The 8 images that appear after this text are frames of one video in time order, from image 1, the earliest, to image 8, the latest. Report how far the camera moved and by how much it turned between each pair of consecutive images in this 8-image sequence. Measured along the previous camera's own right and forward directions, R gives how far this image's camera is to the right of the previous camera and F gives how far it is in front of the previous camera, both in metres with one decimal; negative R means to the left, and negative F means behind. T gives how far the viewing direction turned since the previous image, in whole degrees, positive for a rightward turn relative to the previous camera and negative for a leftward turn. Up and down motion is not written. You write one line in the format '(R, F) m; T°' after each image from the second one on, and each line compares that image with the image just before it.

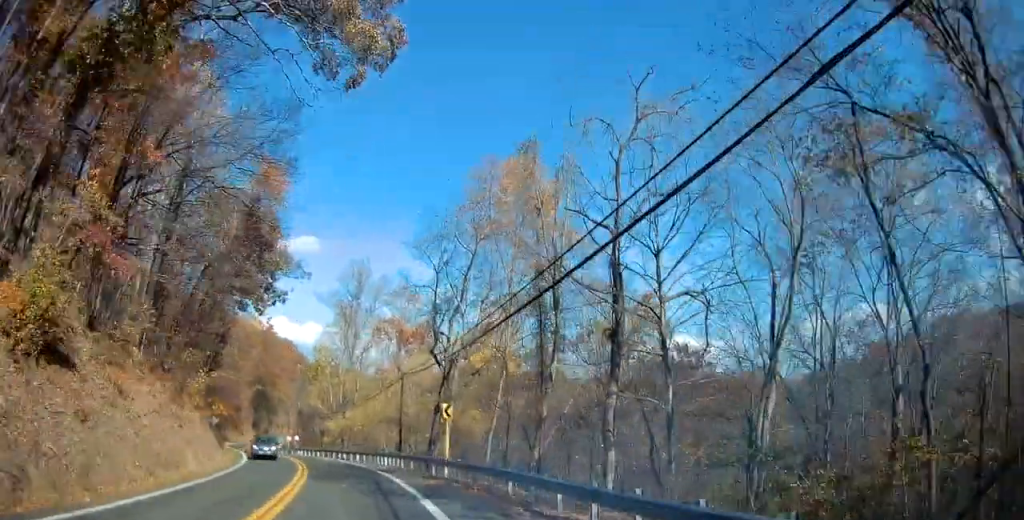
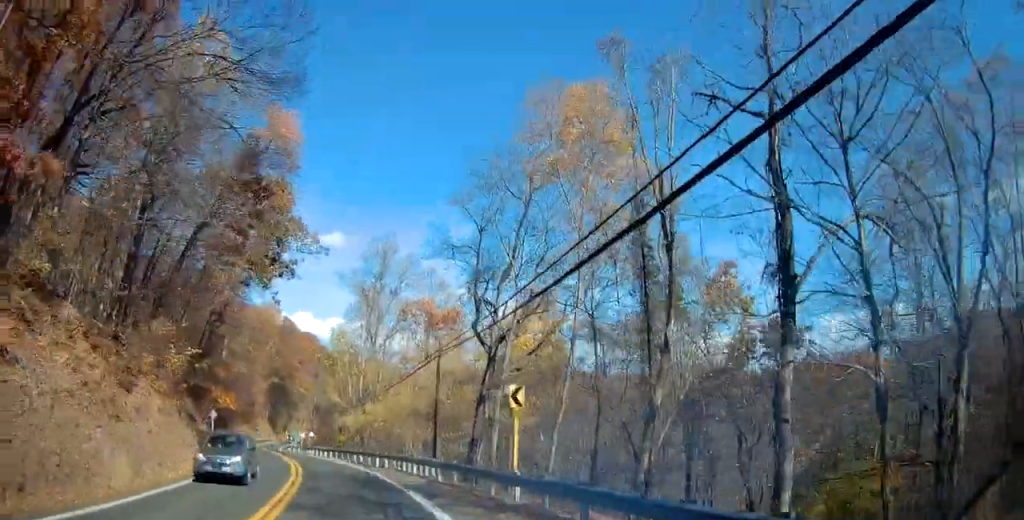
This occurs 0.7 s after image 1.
(0.0, +9.9) m; -1°
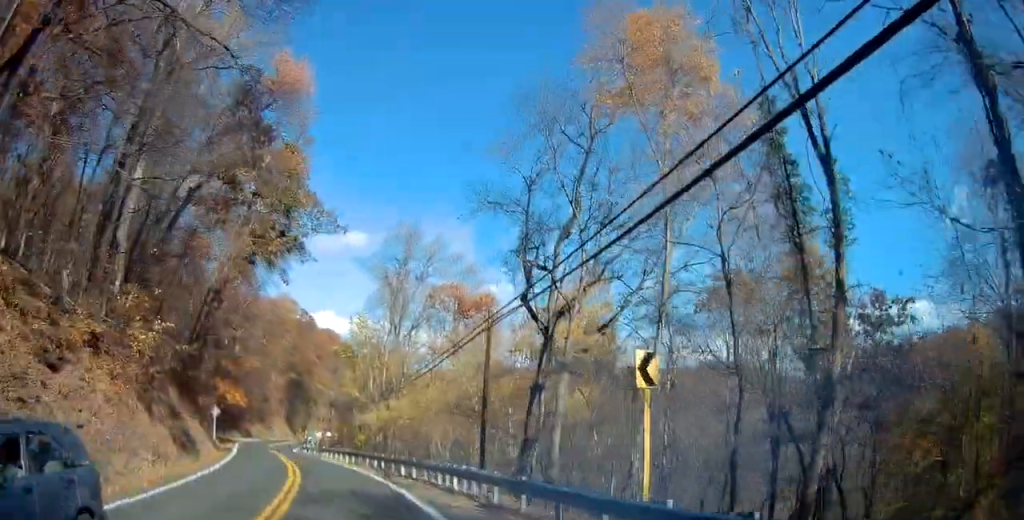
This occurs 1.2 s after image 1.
(0.0, +7.3) m; -2°
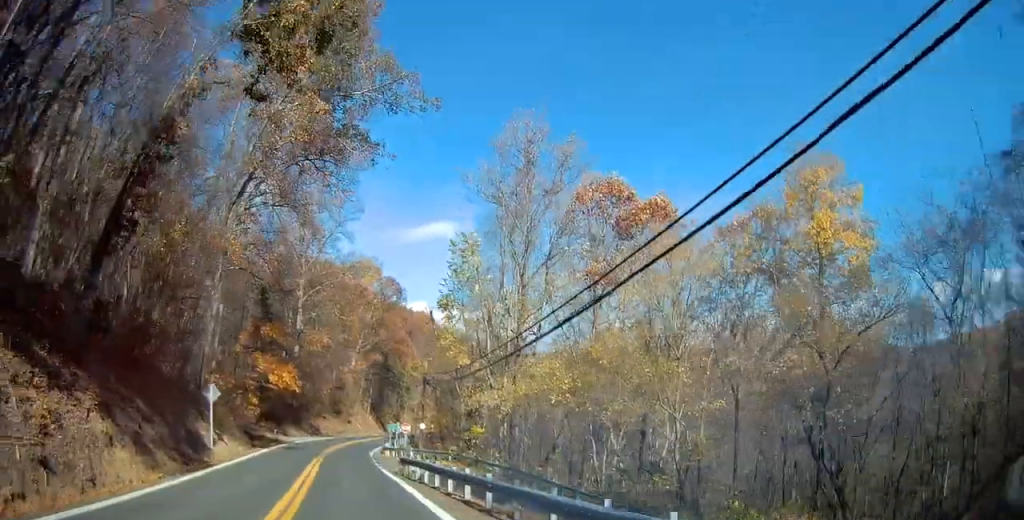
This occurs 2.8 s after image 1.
(-1.5, +24.3) m; -7°
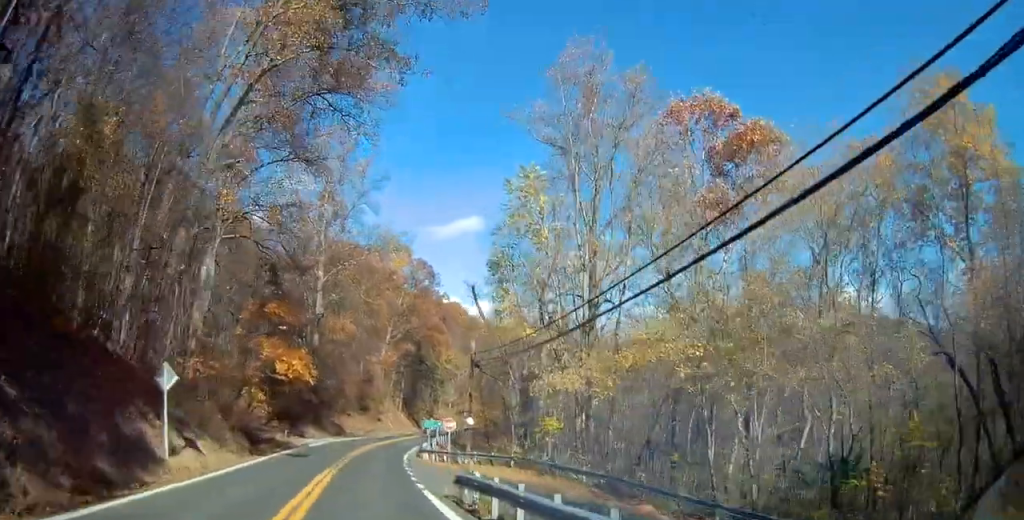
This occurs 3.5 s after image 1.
(0.0, +10.4) m; -3°
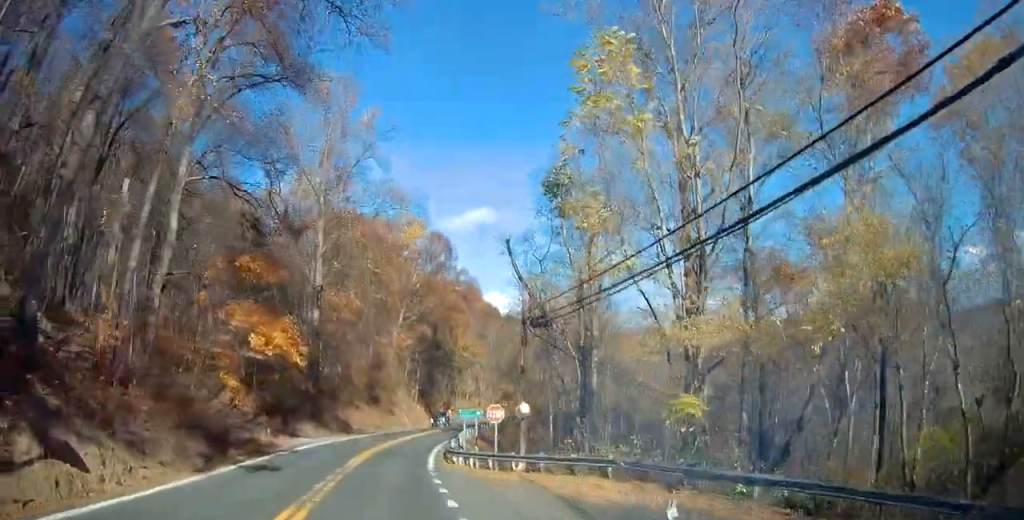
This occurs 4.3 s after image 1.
(-0.6, +11.7) m; -3°
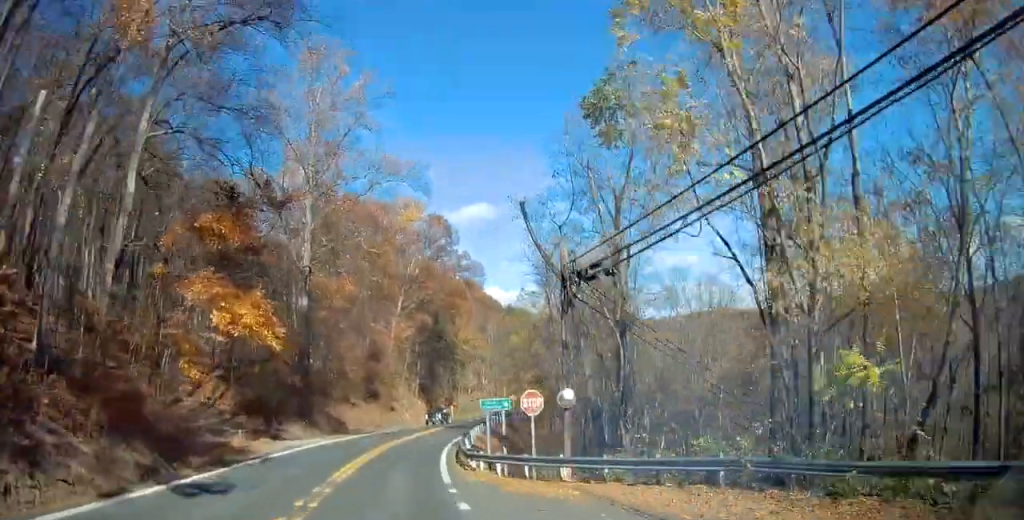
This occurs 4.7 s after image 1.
(-0.1, +6.8) m; -1°
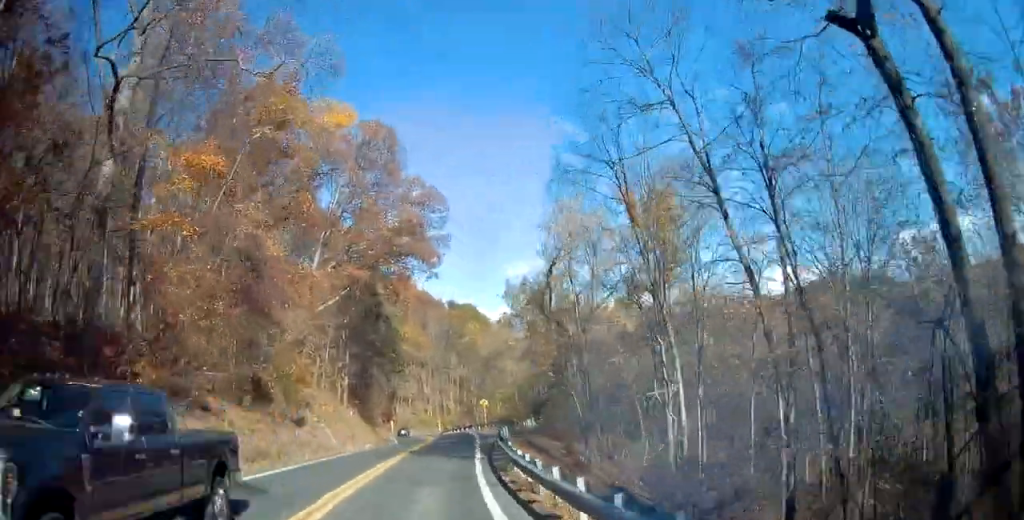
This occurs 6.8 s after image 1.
(0.0, +32.7) m; +6°
